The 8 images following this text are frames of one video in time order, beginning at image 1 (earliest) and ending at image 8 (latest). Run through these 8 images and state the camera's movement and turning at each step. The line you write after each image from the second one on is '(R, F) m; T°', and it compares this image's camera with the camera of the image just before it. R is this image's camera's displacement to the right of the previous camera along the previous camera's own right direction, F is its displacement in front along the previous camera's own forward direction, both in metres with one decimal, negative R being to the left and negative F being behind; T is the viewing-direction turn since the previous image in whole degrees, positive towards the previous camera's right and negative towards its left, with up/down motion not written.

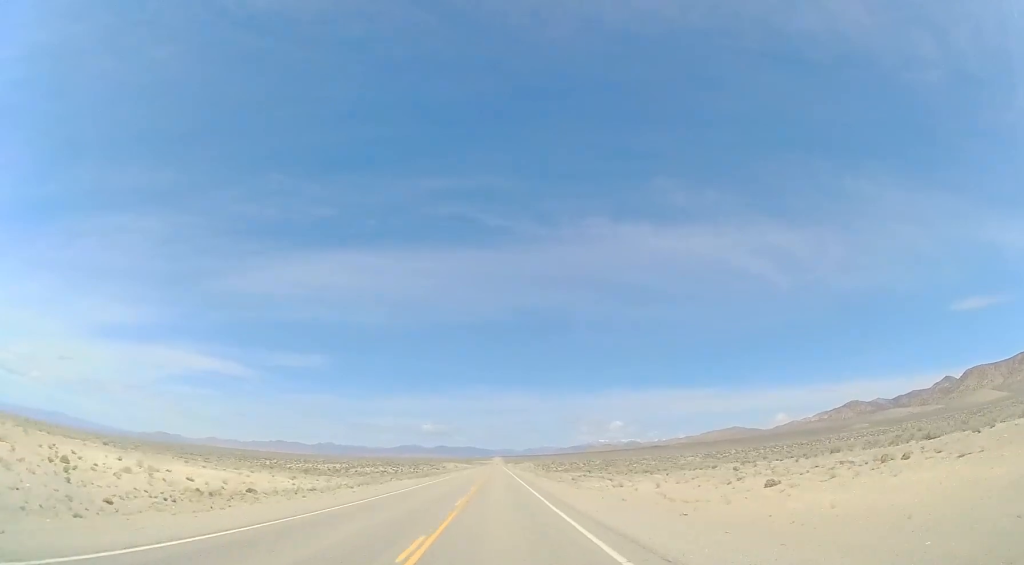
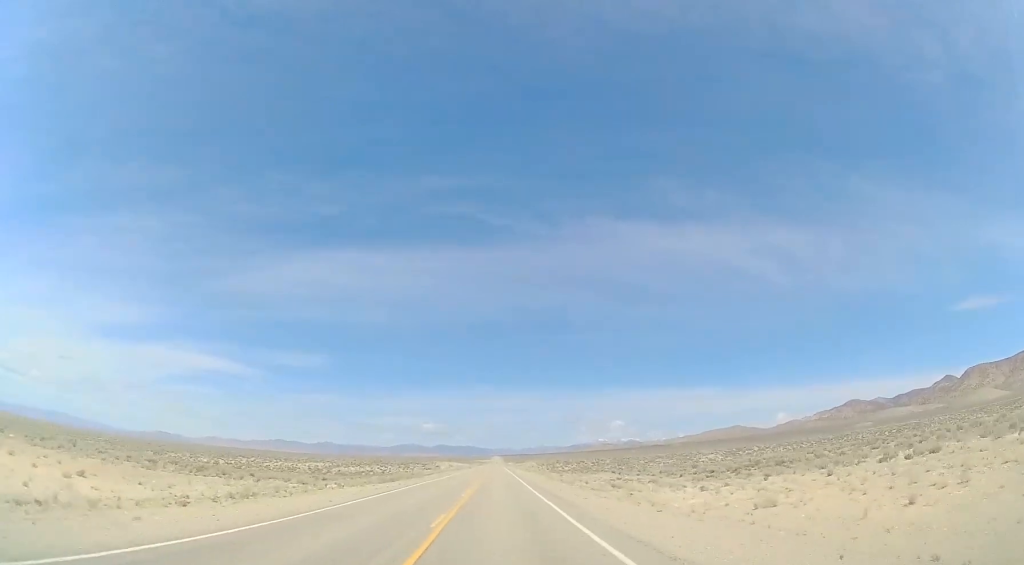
(0.0, +20.1) m; 0°
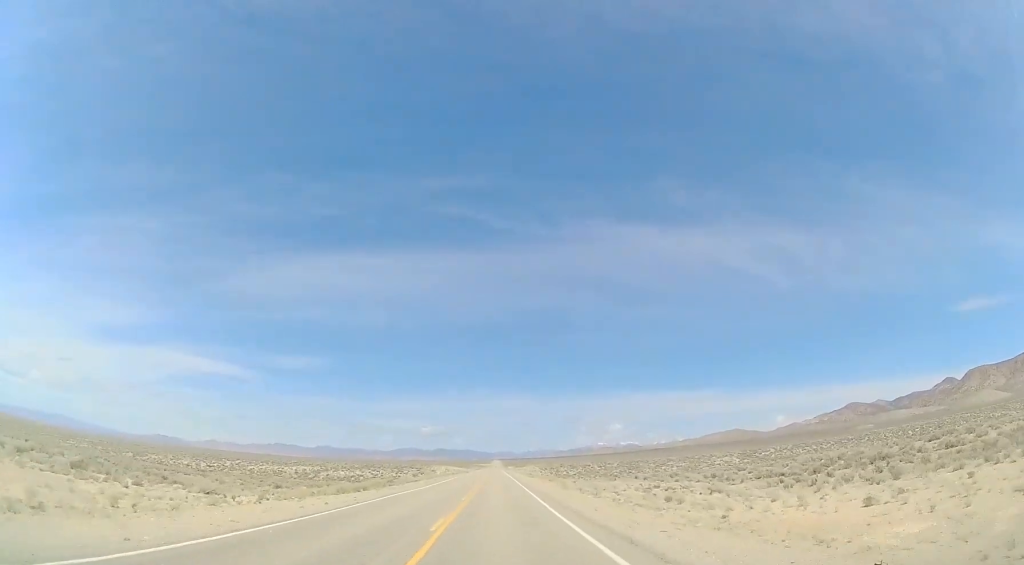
(0.0, +12.0) m; 0°
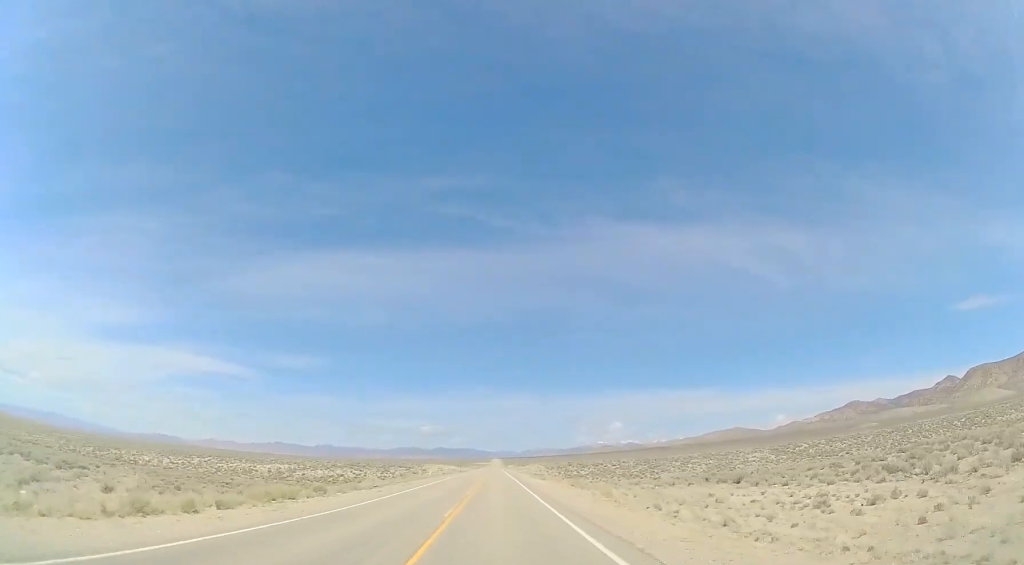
(-0.1, +21.0) m; 0°
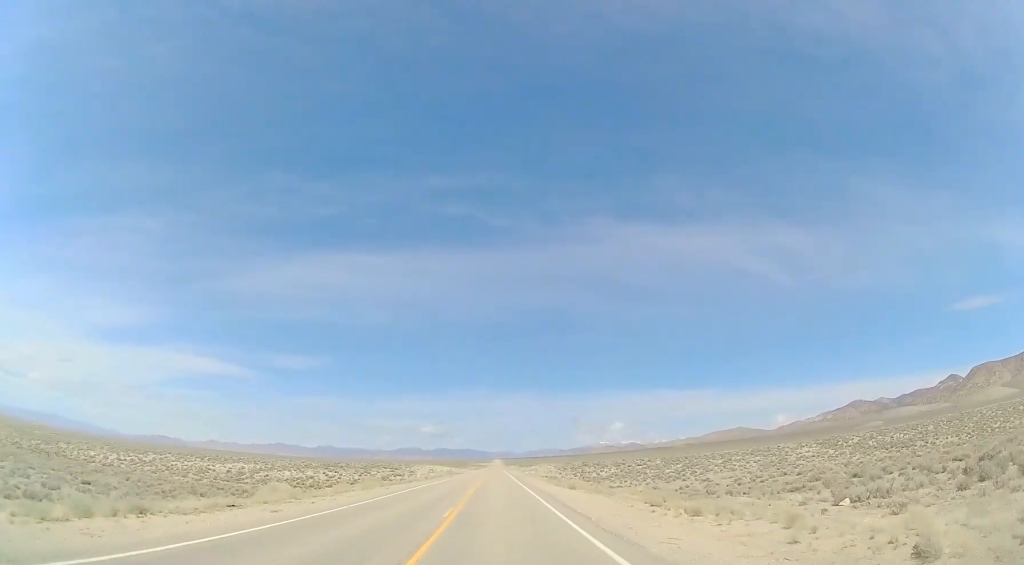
(+0.3, +25.0) m; 0°
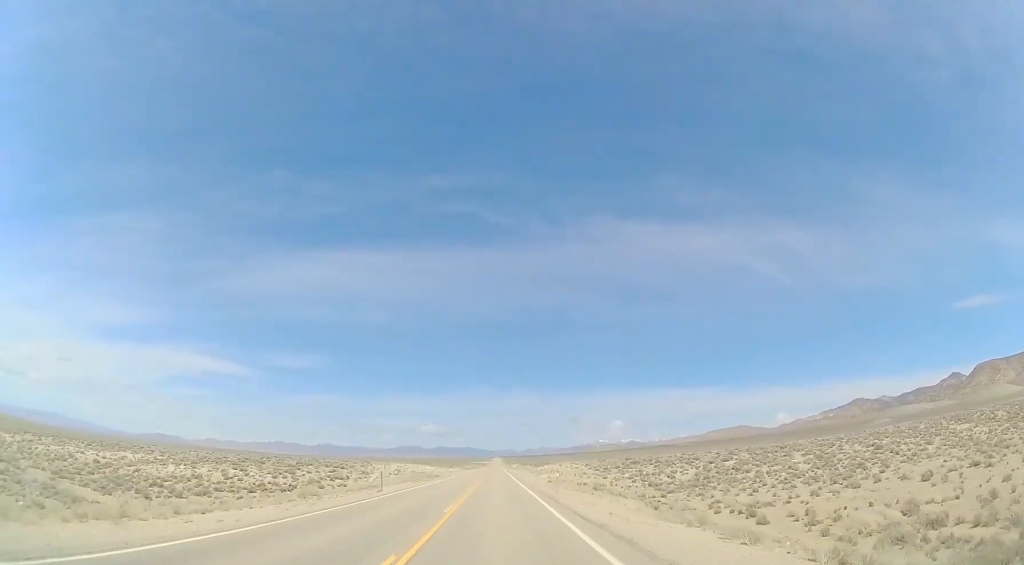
(-0.3, +47.4) m; 0°
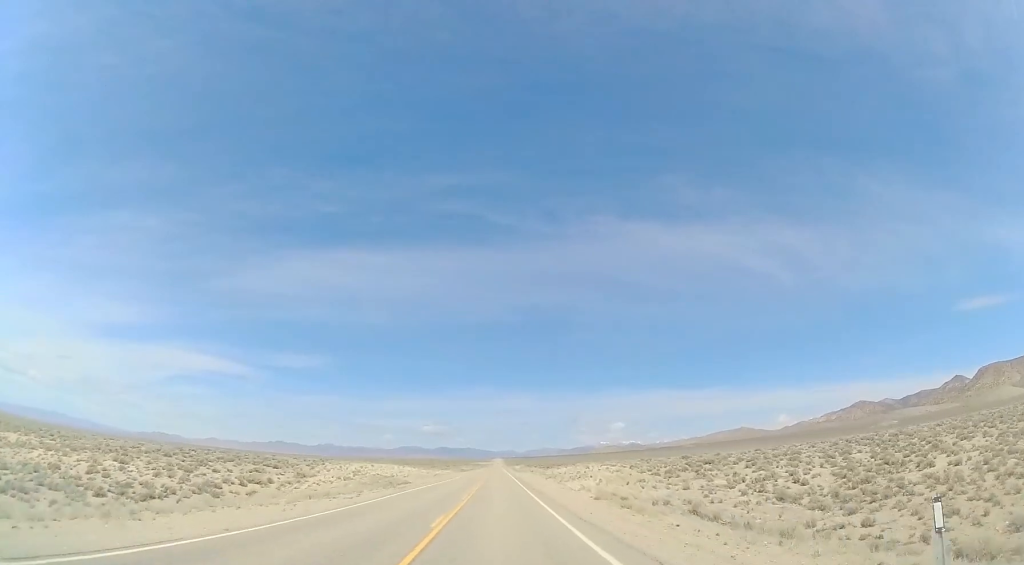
(+0.2, +28.6) m; 0°
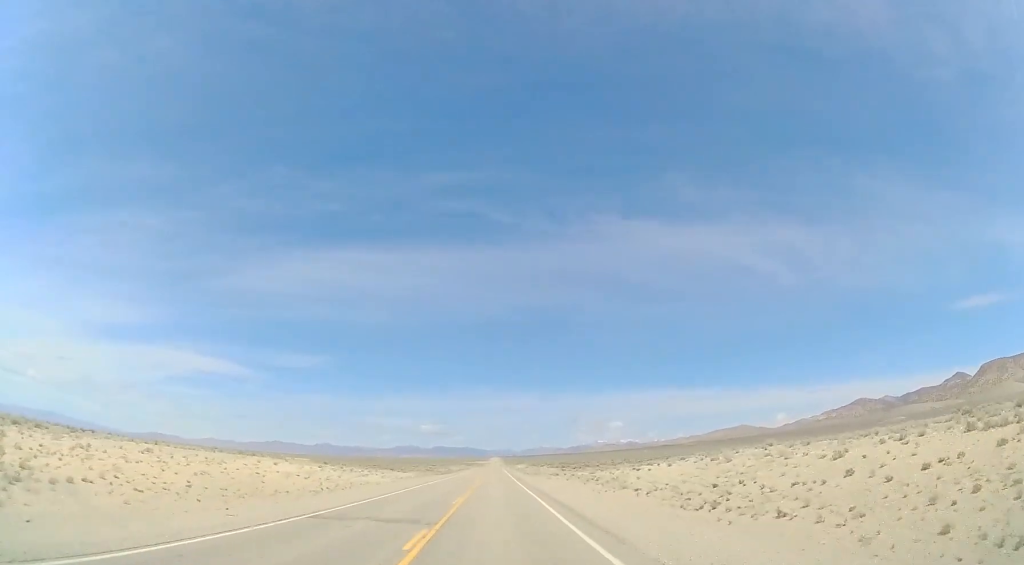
(0.0, +53.1) m; 0°
